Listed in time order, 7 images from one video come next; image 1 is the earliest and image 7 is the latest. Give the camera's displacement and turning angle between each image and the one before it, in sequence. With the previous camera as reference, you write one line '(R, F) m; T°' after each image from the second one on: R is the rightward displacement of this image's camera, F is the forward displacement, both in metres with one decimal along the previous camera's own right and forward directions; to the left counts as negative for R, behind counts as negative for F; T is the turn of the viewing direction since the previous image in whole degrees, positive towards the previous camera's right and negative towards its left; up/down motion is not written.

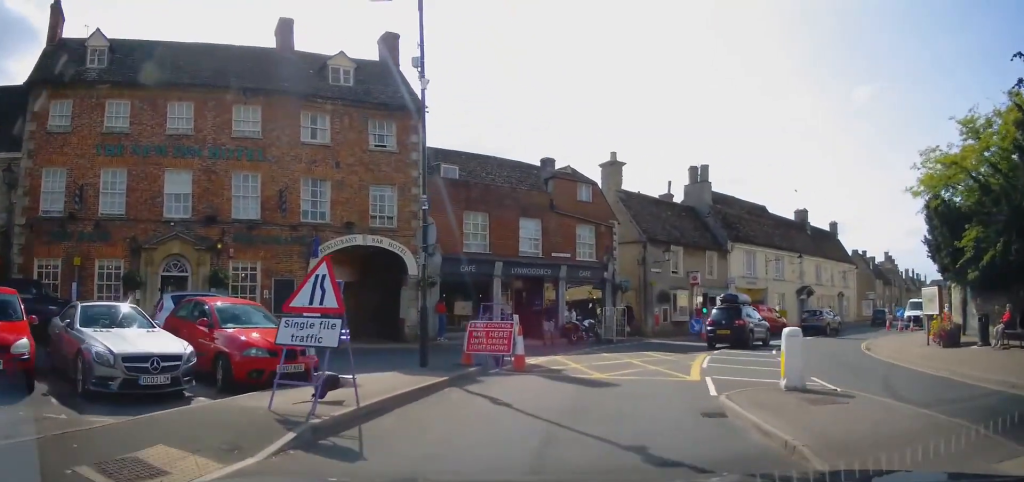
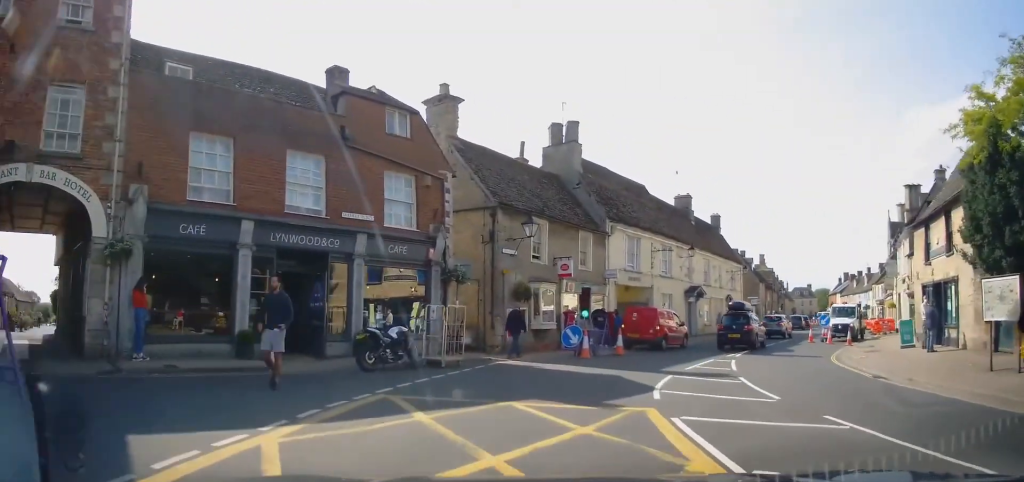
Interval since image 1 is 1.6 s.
(+0.7, +10.3) m; +12°
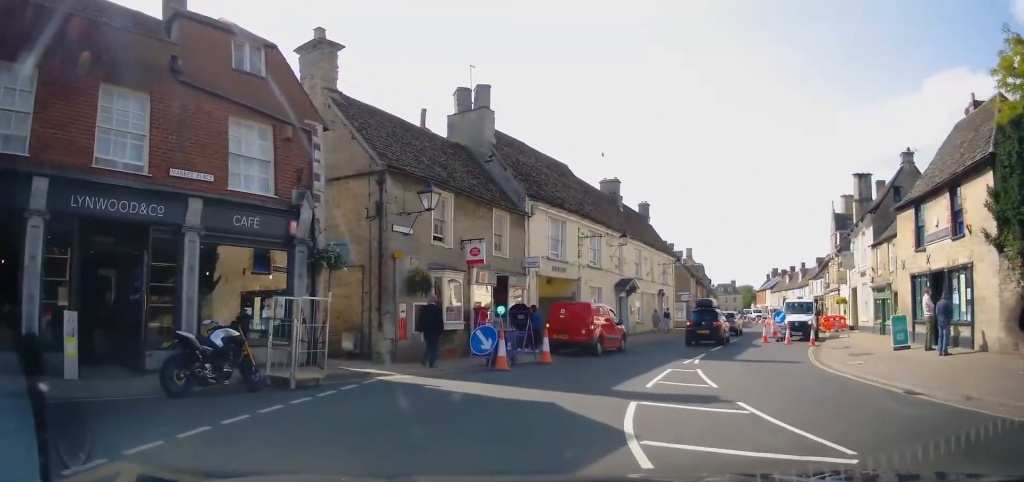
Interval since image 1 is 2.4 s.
(+0.5, +4.8) m; +11°
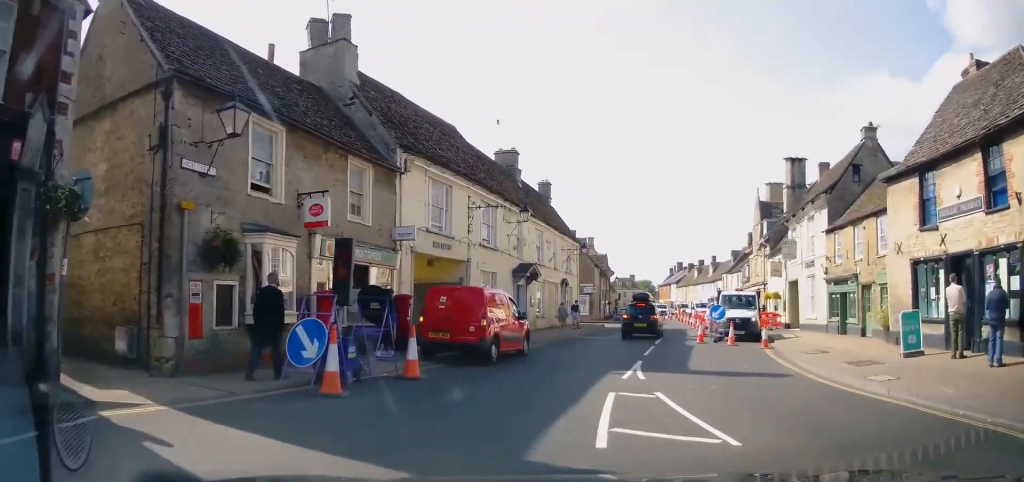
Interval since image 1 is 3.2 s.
(+0.7, +5.7) m; +10°
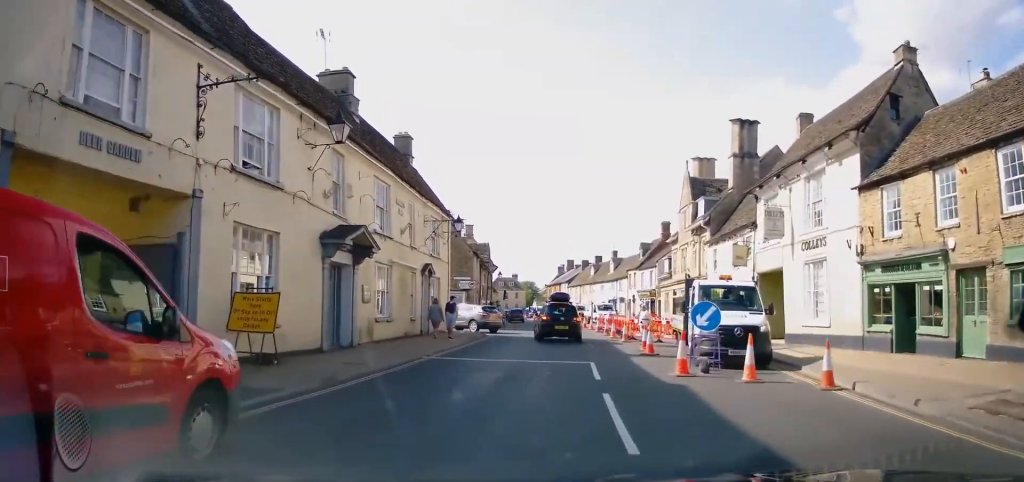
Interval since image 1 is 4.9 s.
(+1.2, +11.7) m; +10°
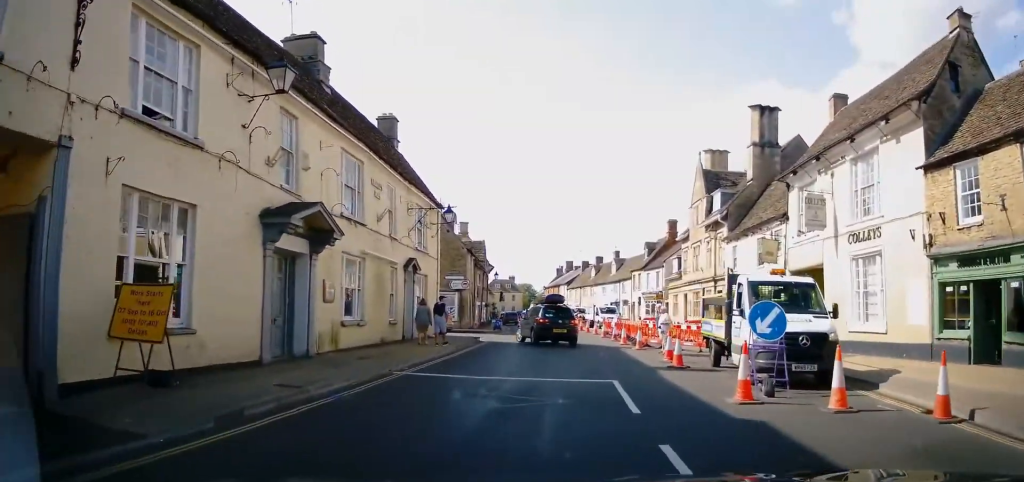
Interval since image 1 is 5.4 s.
(+0.3, +3.6) m; 0°
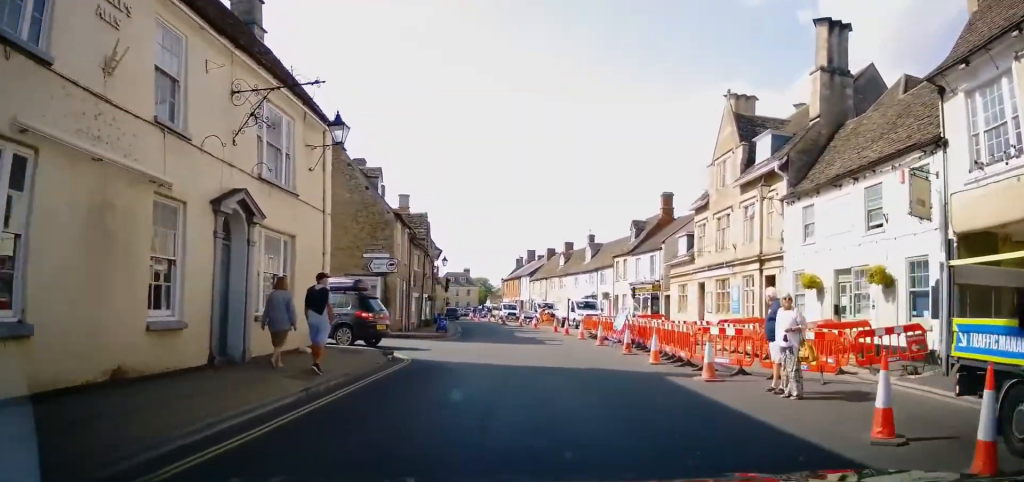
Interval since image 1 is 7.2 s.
(-0.2, +11.6) m; +2°
